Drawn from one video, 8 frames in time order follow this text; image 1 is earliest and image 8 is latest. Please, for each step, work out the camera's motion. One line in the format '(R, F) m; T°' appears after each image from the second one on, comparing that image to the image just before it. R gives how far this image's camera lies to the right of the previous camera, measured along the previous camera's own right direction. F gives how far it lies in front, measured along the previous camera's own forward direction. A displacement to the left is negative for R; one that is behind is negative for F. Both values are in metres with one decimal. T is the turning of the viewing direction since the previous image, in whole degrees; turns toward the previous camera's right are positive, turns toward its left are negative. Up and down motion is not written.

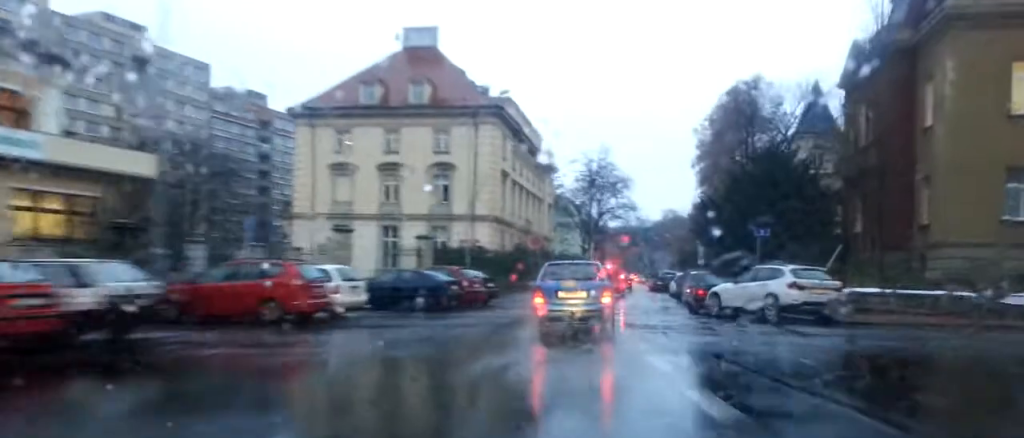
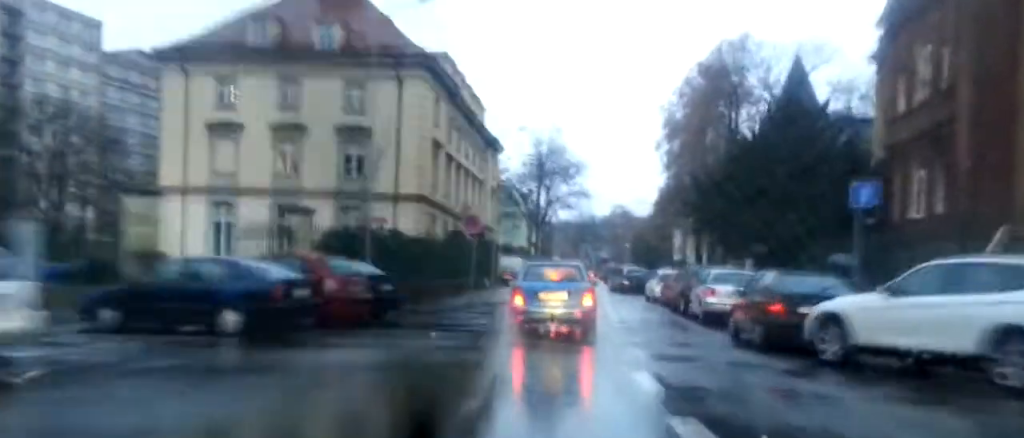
(+0.5, +12.4) m; +4°
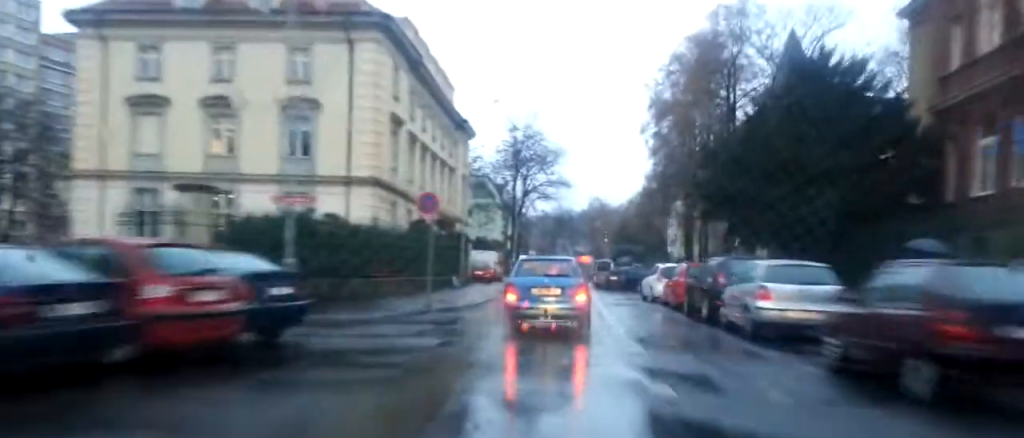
(+0.1, +6.2) m; +1°
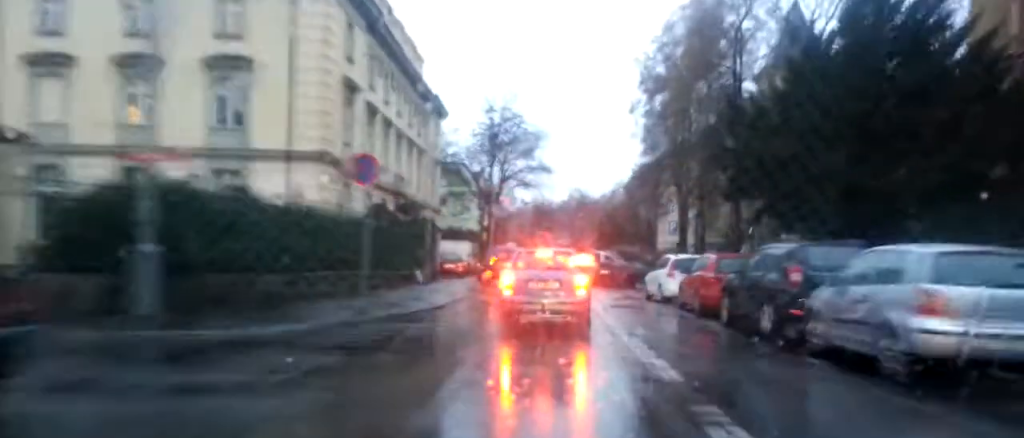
(0.0, +6.4) m; +1°
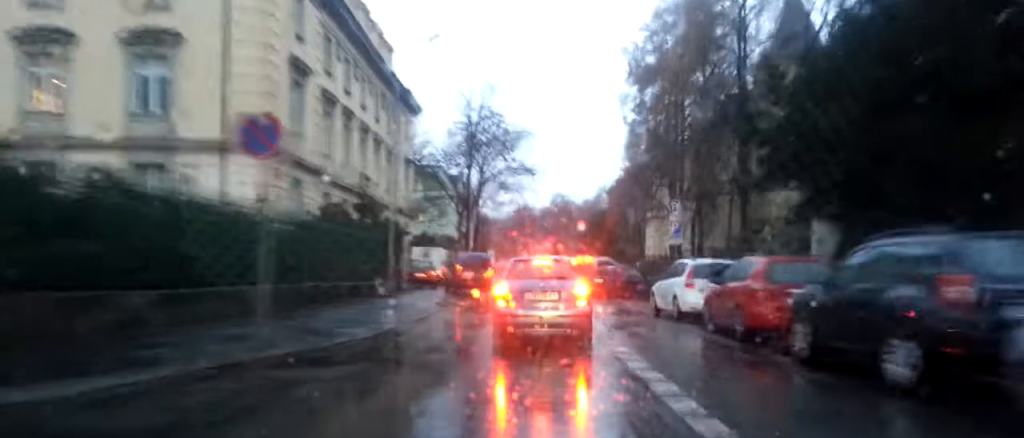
(+0.1, +5.2) m; +2°
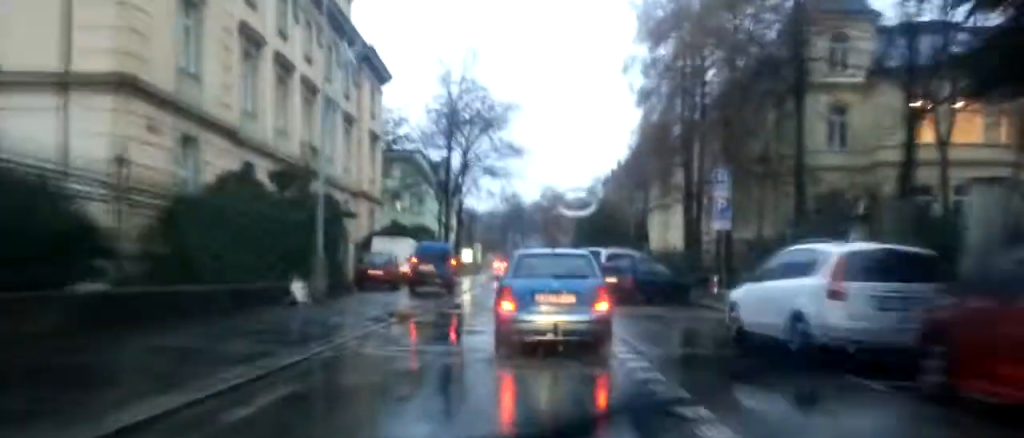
(+0.3, +9.4) m; +2°
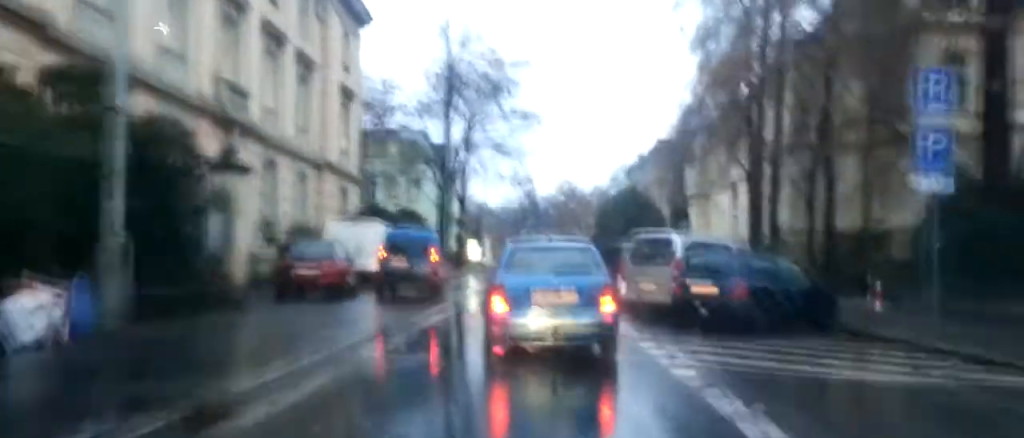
(-0.1, +11.3) m; 0°
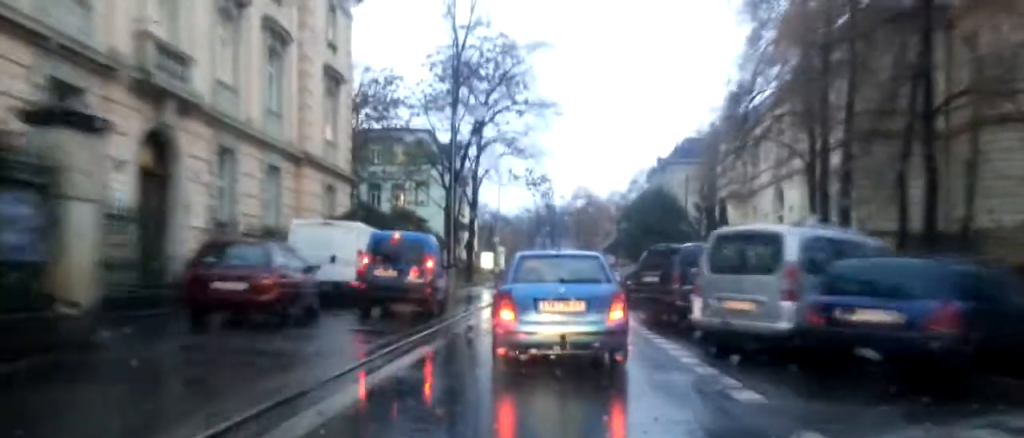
(+0.1, +5.9) m; 0°
